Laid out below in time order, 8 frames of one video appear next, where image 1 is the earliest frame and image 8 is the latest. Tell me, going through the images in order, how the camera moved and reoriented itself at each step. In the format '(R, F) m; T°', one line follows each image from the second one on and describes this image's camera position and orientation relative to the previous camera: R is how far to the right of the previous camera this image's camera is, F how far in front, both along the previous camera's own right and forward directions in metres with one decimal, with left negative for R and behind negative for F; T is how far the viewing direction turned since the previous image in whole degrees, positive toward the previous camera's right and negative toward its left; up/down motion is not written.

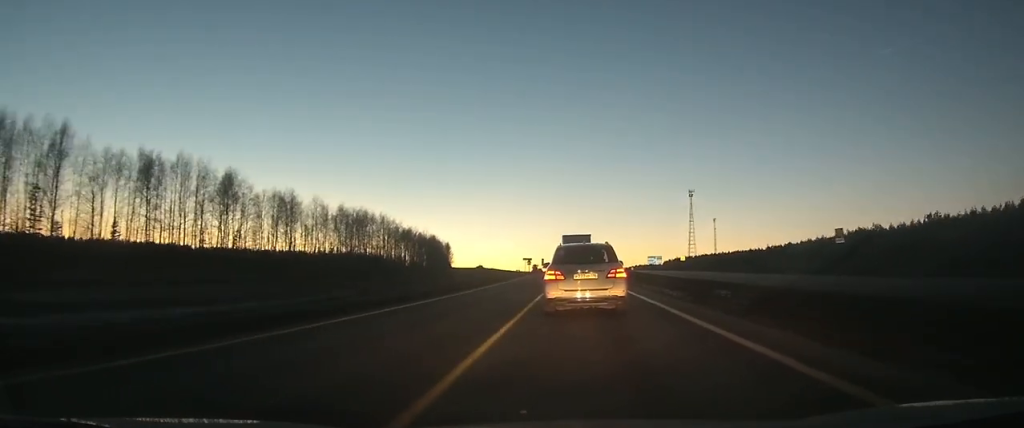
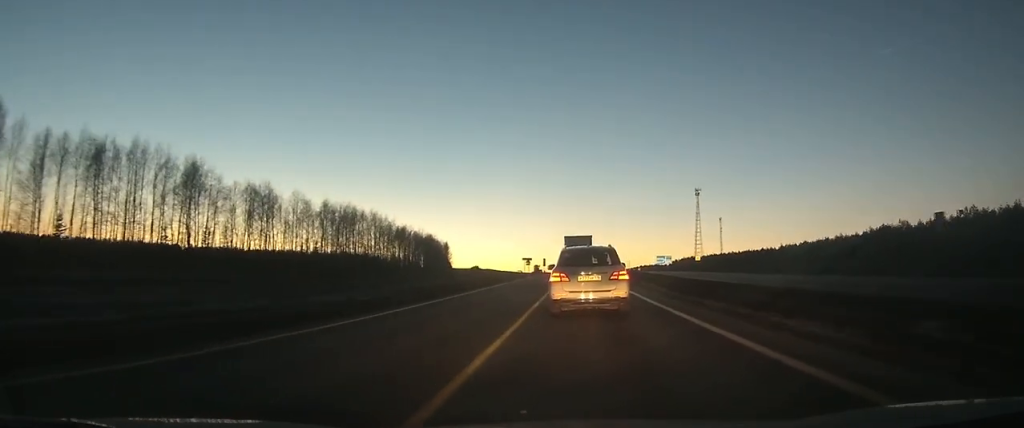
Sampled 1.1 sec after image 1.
(-0.1, +14.5) m; 0°
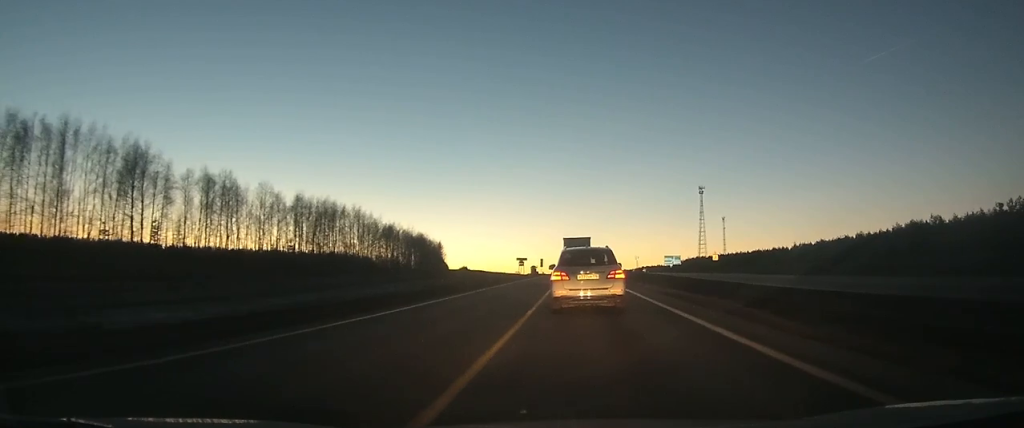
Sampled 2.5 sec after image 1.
(-0.1, +17.4) m; -1°
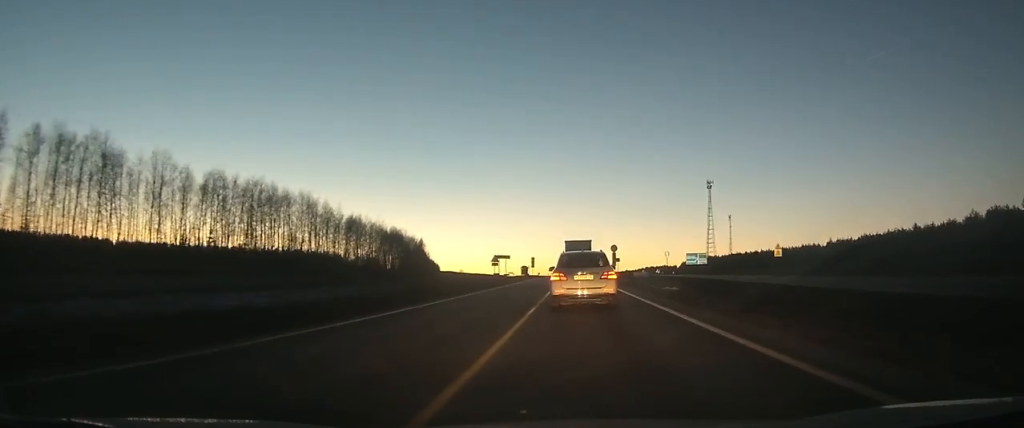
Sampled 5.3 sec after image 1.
(-0.3, +36.4) m; -1°
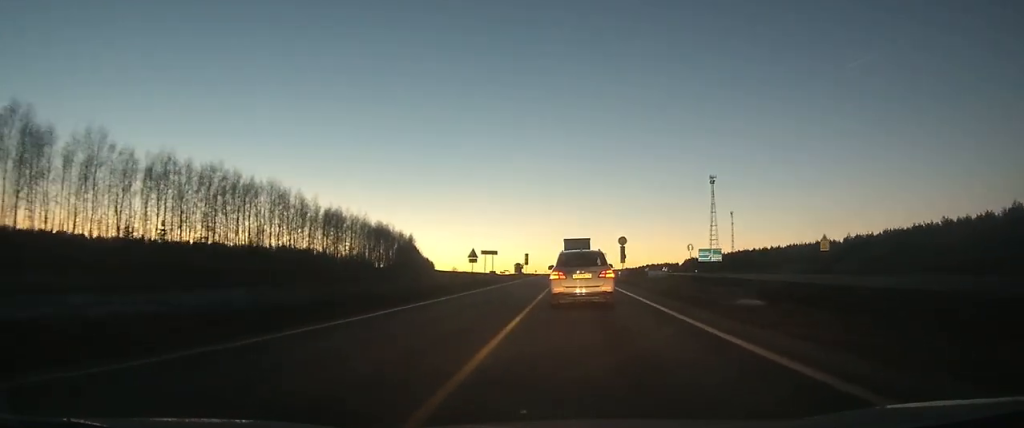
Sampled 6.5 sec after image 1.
(0.0, +14.6) m; 0°
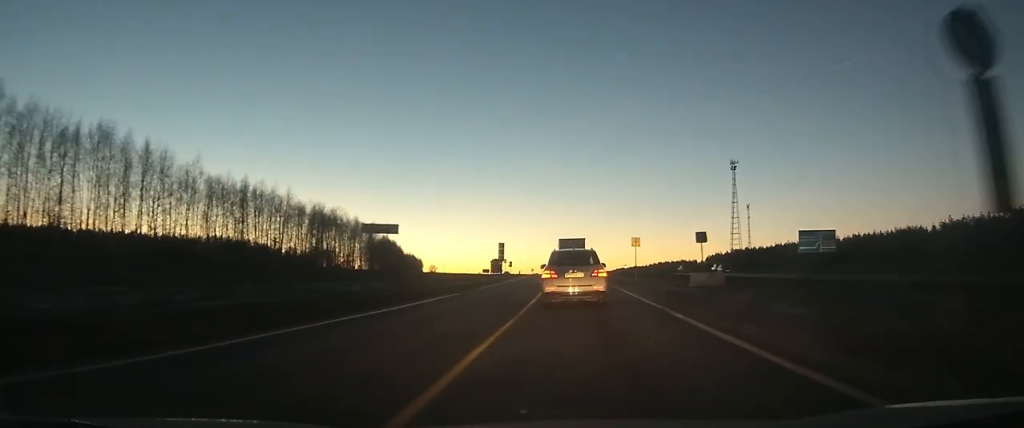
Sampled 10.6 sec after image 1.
(-0.1, +45.6) m; 0°
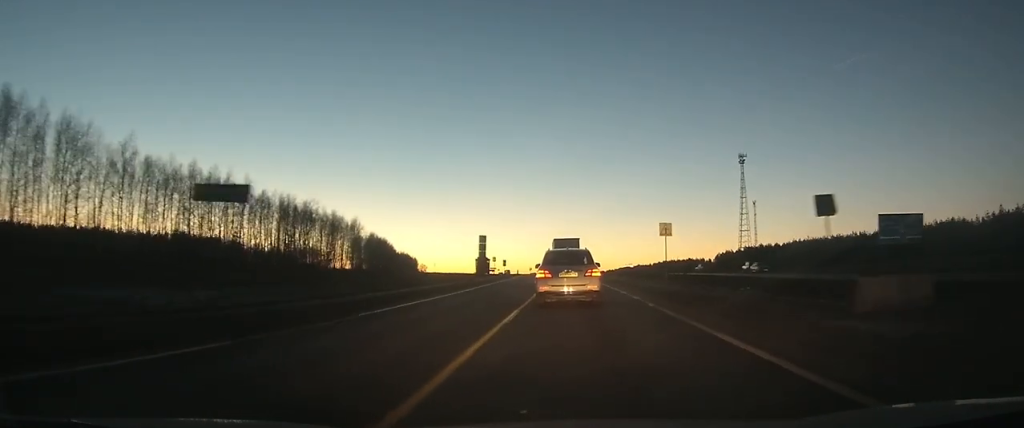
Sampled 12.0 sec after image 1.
(0.0, +16.3) m; 0°
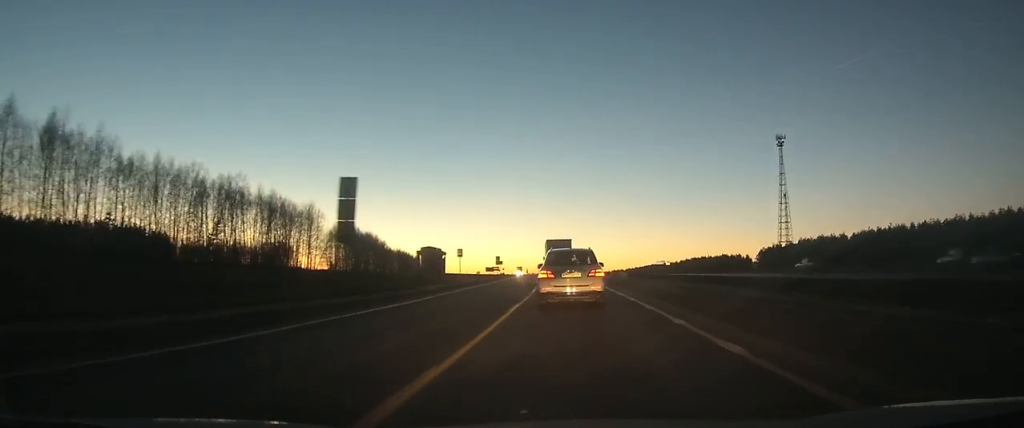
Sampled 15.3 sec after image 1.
(-0.4, +41.6) m; -2°
